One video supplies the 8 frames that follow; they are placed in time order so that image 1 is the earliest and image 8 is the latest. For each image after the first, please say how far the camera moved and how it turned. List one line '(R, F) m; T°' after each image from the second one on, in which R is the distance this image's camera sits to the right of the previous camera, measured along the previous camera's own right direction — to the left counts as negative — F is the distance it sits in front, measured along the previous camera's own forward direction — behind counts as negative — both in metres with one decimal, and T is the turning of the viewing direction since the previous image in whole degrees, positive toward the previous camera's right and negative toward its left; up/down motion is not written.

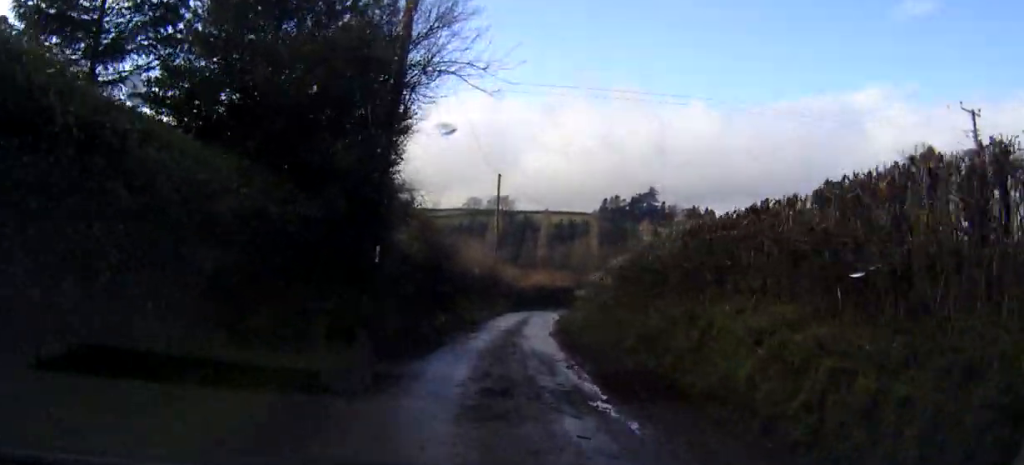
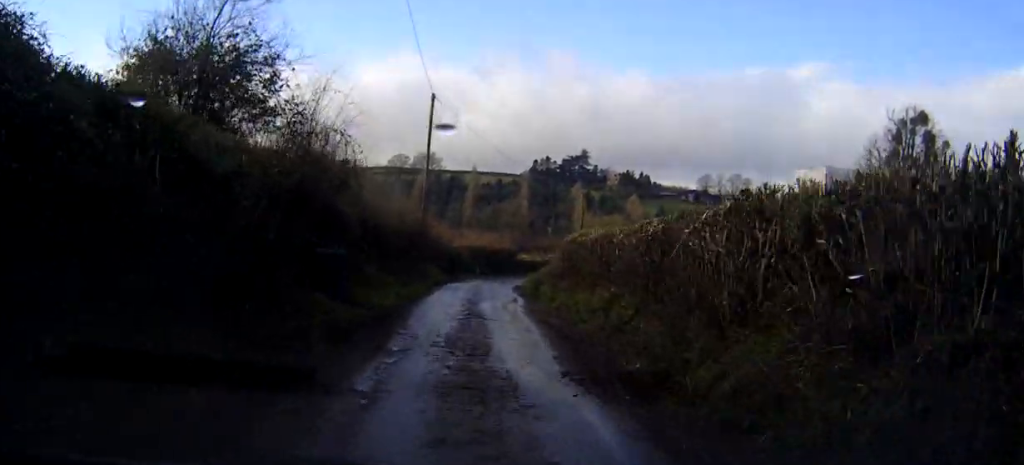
(0.0, +13.3) m; +1°
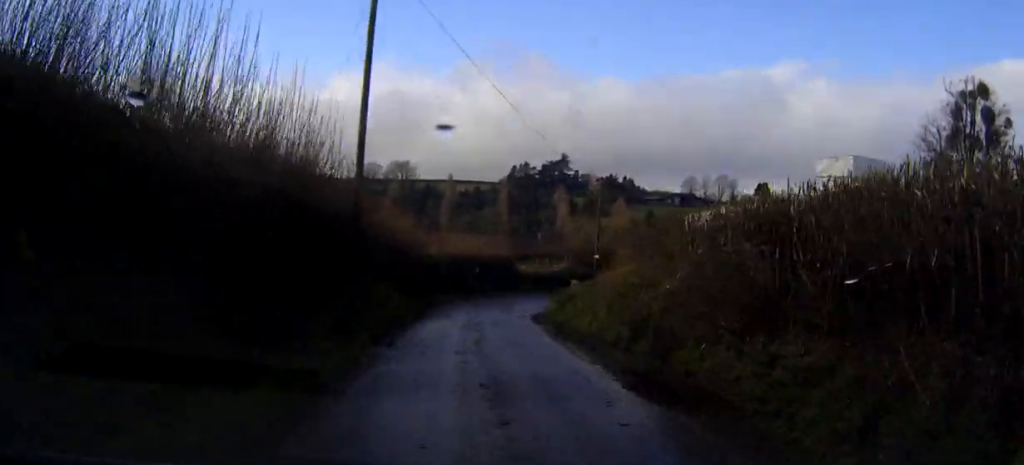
(+0.8, +18.0) m; +6°
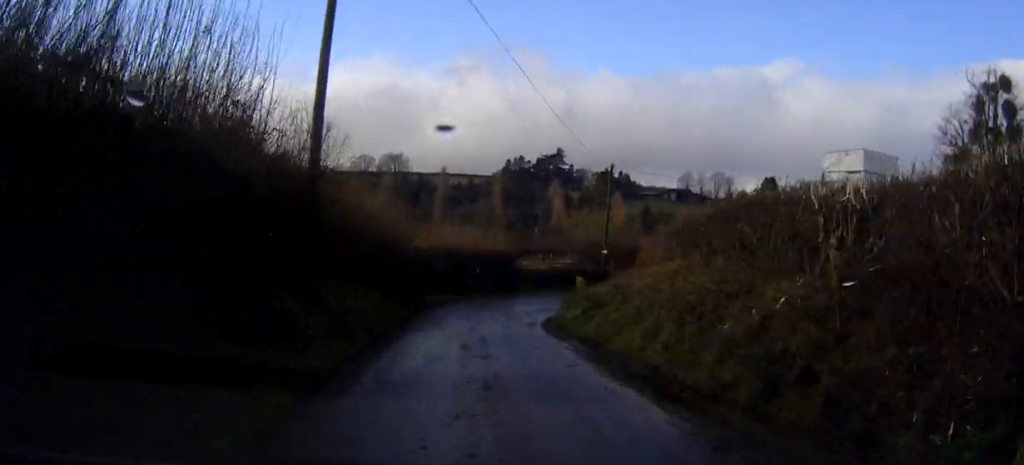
(+0.2, +4.9) m; 0°
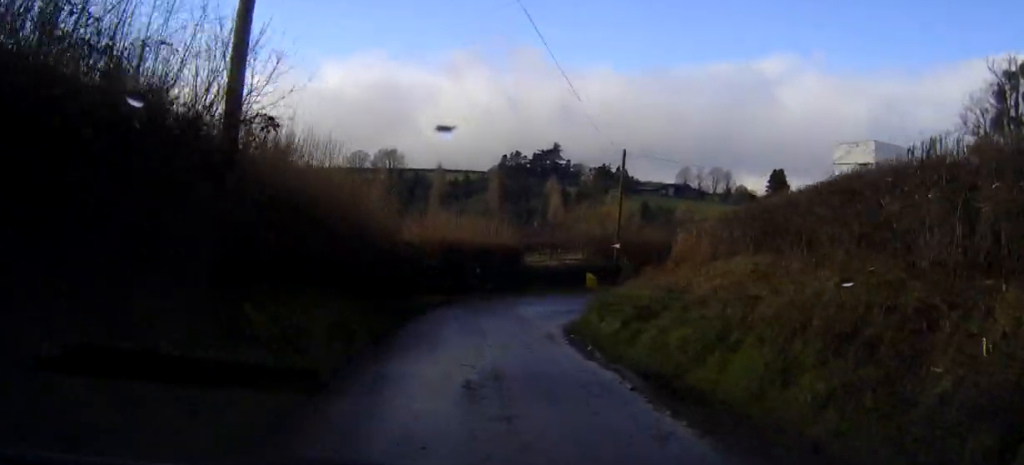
(+0.1, +4.6) m; 0°
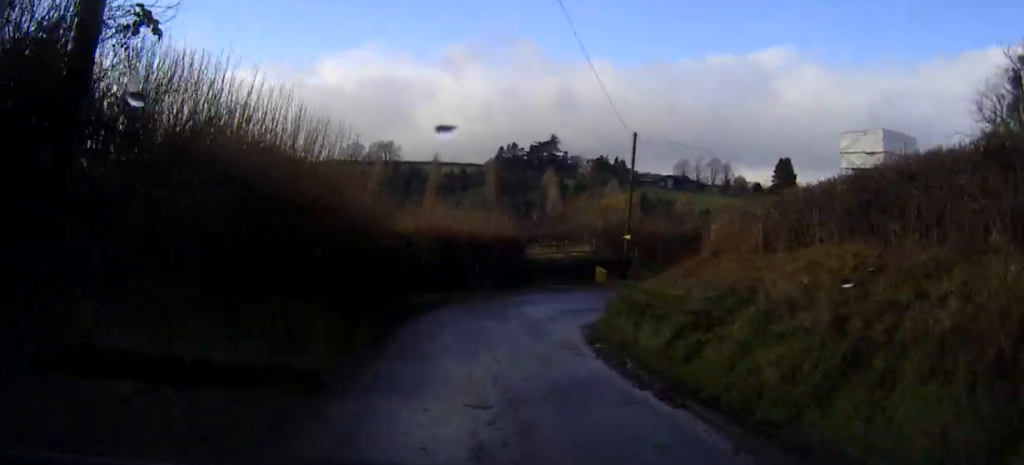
(-0.1, +3.3) m; -1°
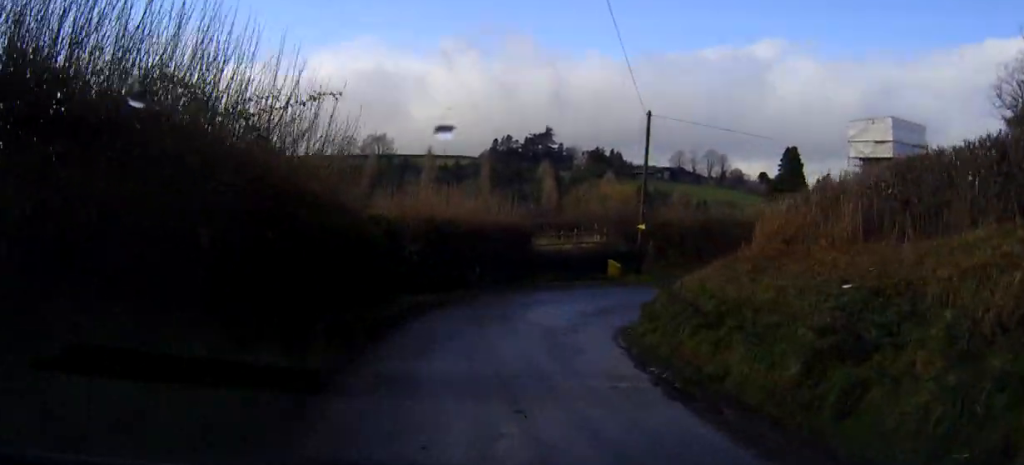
(-0.1, +4.2) m; -1°
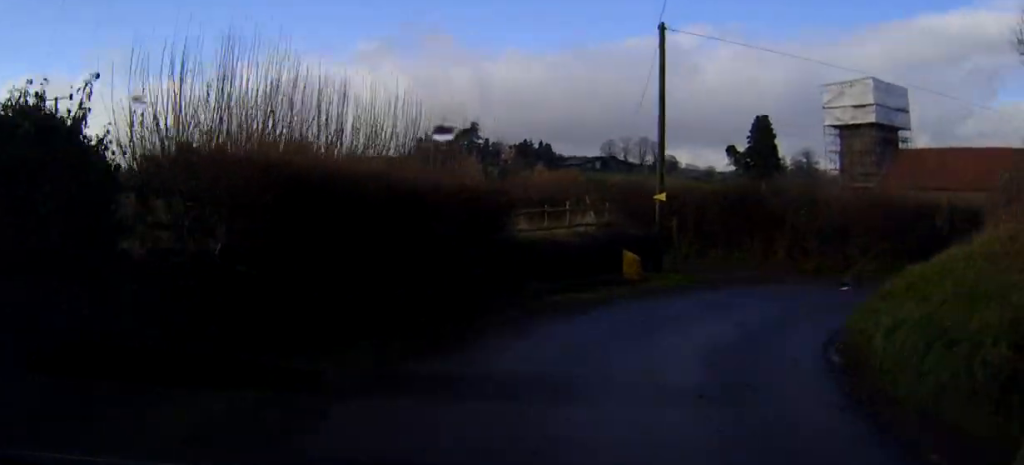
(+0.8, +13.2) m; +13°
